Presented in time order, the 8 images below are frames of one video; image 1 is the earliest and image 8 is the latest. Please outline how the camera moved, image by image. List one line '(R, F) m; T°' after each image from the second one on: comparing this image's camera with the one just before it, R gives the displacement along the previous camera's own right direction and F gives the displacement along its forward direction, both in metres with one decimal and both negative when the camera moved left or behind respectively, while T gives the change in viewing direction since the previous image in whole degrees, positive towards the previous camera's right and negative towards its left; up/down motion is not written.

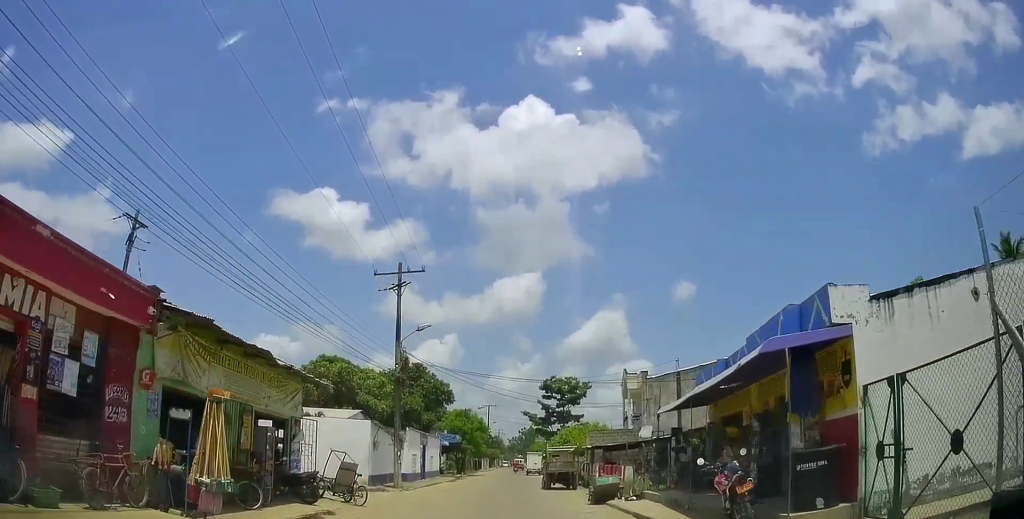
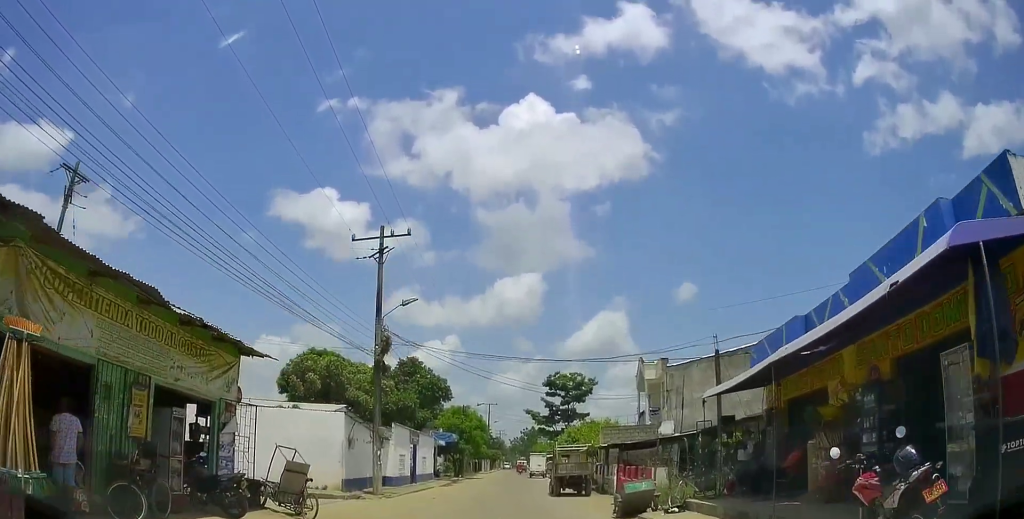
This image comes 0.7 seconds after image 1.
(+0.4, +4.1) m; 0°
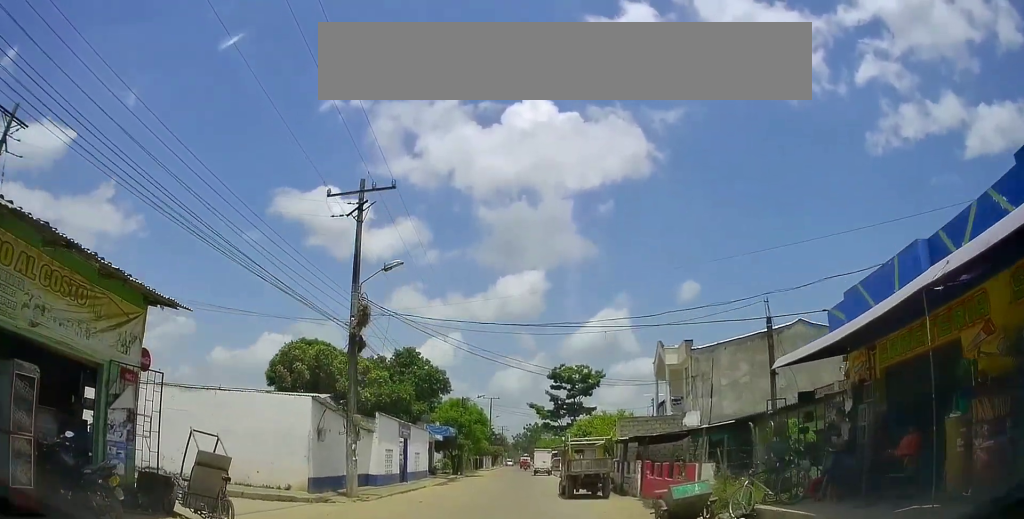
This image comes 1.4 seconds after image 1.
(-0.2, +3.9) m; 0°
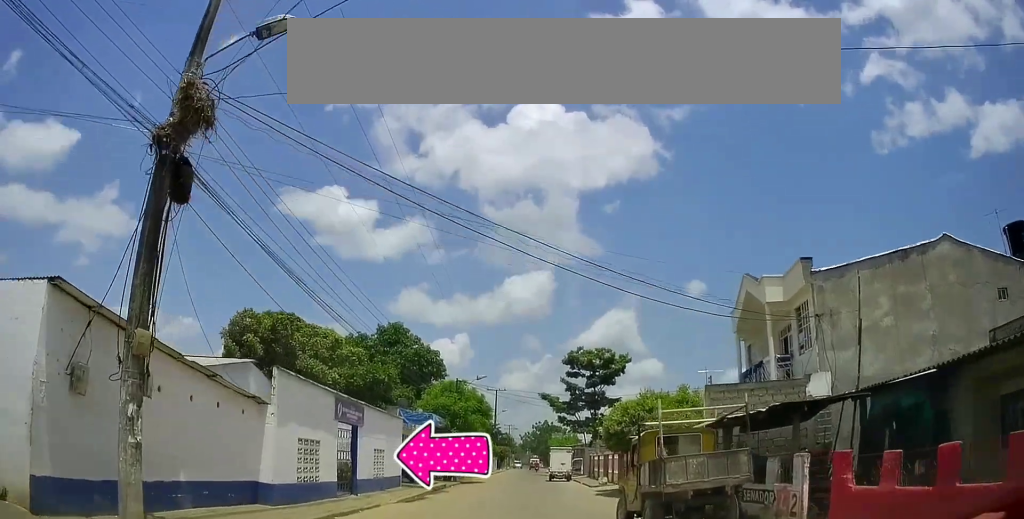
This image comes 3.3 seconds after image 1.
(+0.4, +11.7) m; +3°
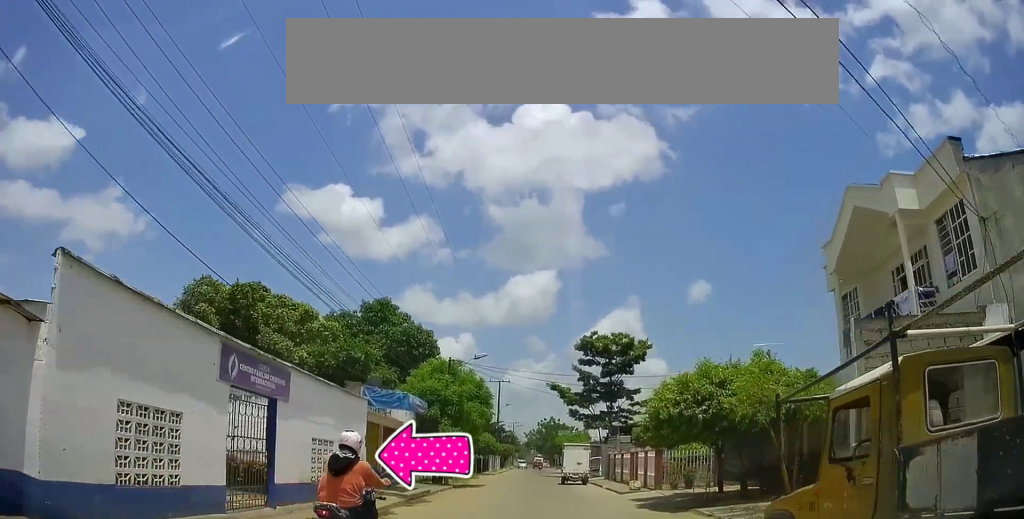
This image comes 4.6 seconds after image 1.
(-0.3, +7.3) m; -2°
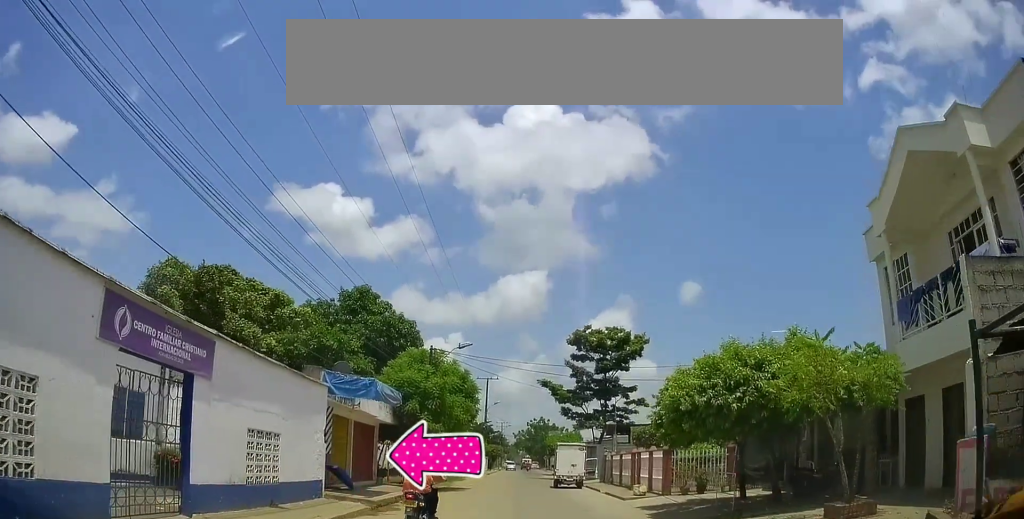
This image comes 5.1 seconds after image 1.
(0.0, +3.0) m; 0°
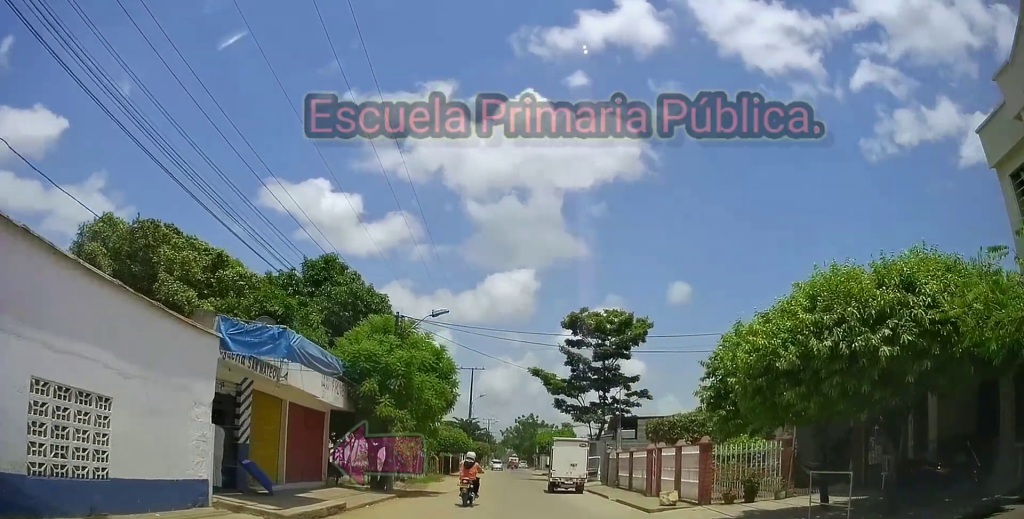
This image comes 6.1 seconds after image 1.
(+0.2, +5.0) m; 0°
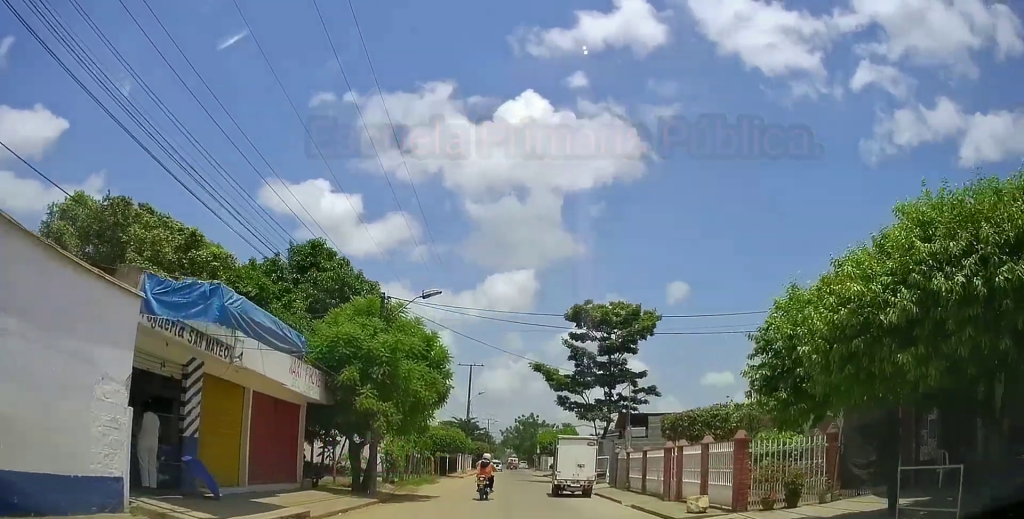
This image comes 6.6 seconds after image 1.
(-0.2, +2.2) m; 0°
